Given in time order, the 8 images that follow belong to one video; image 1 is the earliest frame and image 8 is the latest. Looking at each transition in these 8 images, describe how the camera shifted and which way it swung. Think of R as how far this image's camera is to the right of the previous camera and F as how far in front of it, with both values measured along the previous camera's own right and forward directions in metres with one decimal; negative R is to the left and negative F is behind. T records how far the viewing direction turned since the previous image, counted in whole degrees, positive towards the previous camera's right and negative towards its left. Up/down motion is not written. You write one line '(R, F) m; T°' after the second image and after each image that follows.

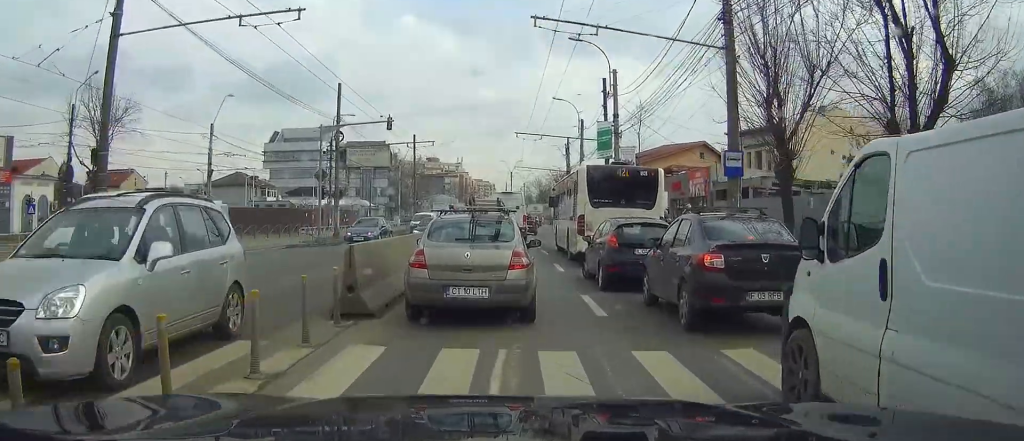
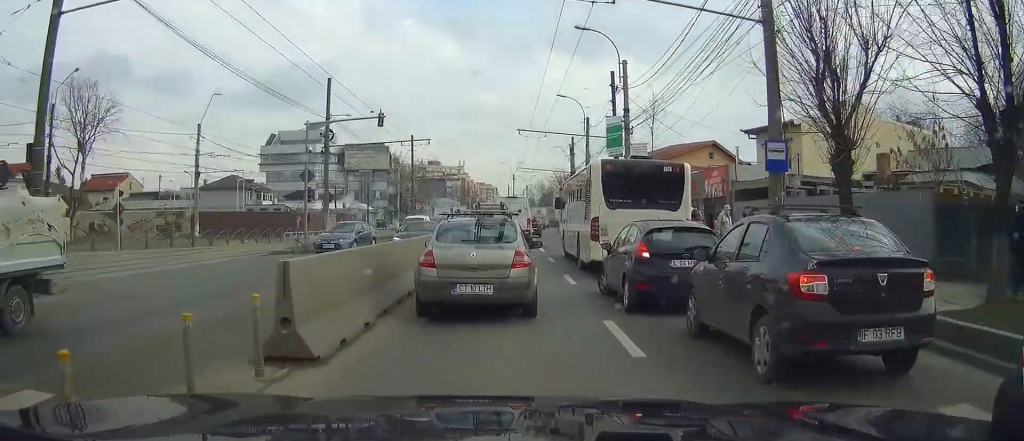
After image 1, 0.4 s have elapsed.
(+0.1, +3.0) m; 0°
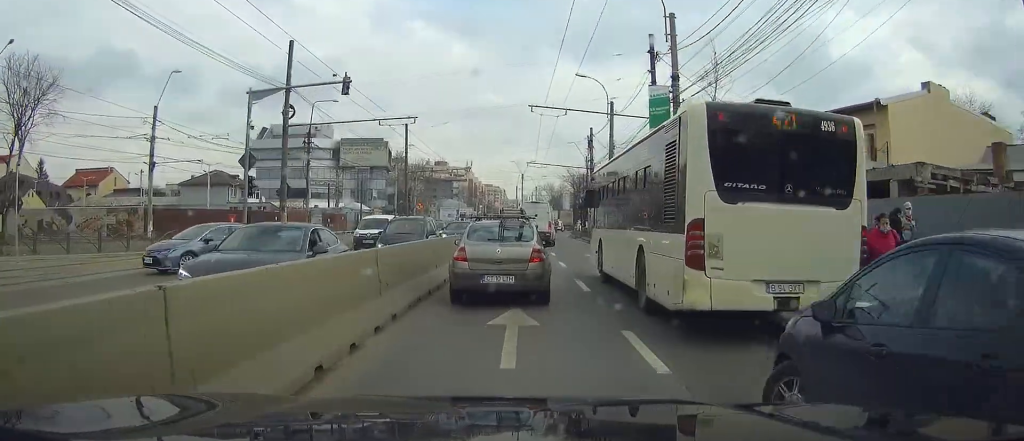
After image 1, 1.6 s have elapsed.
(-0.1, +9.4) m; +1°
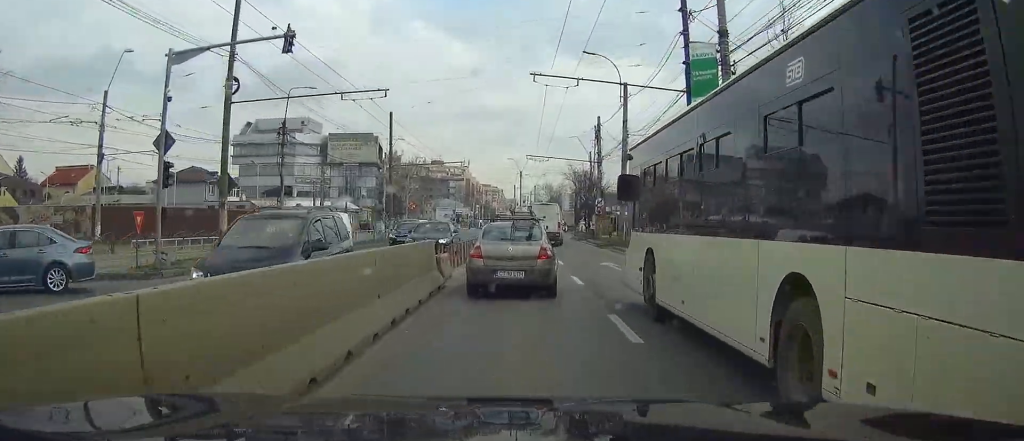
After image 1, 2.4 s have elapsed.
(+0.1, +7.0) m; +1°
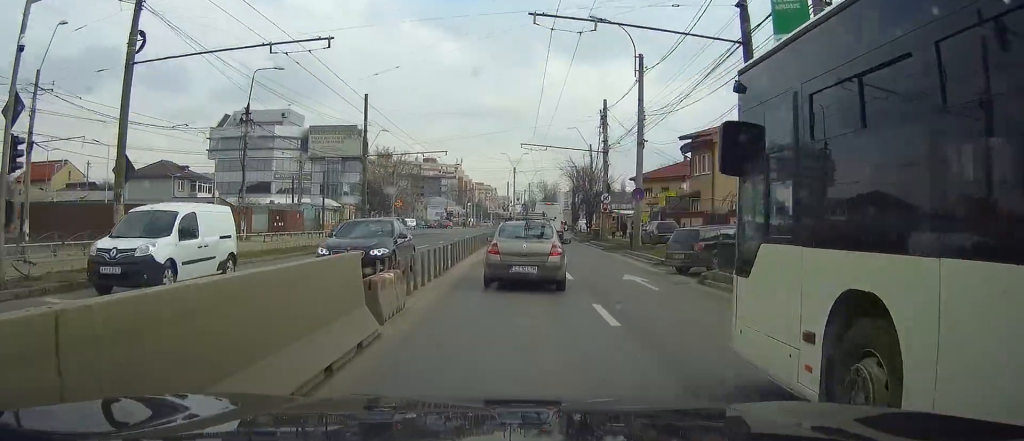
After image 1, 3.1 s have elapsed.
(0.0, +7.3) m; 0°
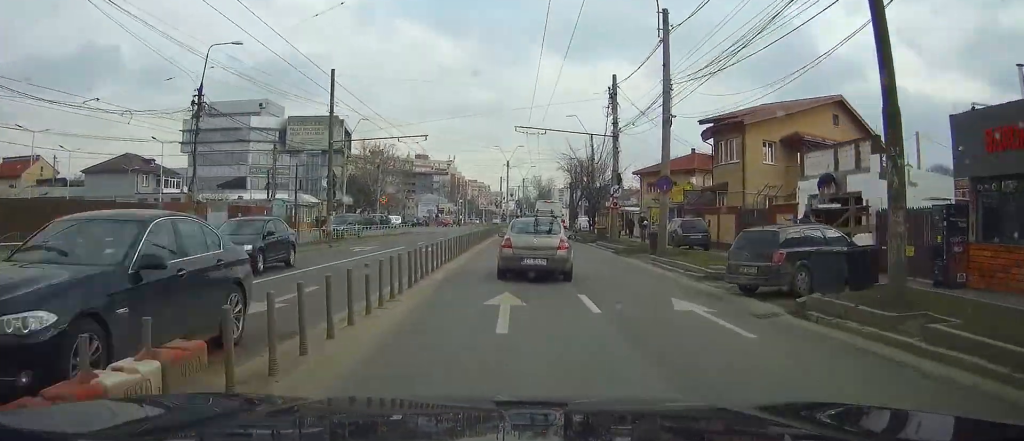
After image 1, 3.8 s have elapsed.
(0.0, +7.5) m; 0°
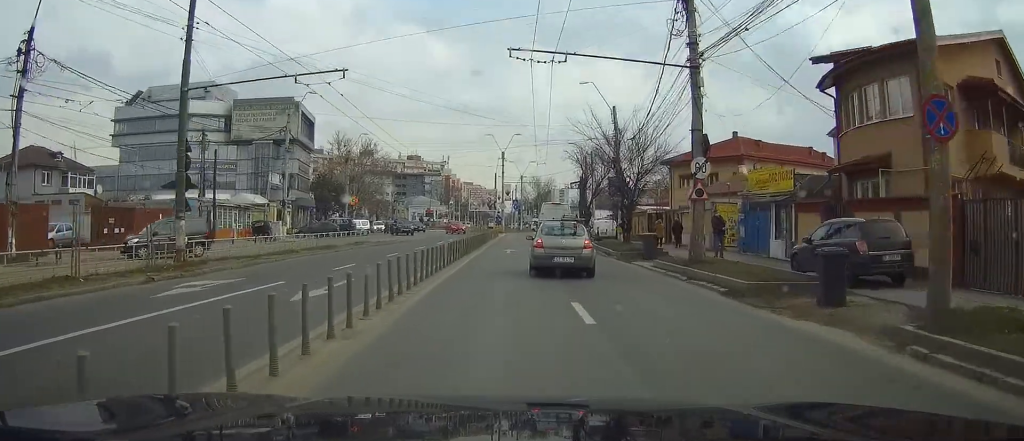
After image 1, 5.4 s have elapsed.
(+0.2, +18.5) m; +1°
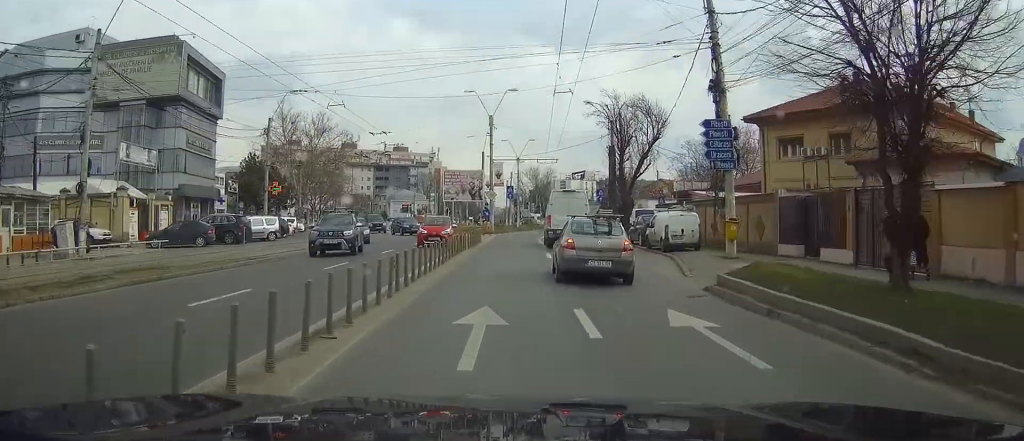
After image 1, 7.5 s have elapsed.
(0.0, +27.0) m; 0°
